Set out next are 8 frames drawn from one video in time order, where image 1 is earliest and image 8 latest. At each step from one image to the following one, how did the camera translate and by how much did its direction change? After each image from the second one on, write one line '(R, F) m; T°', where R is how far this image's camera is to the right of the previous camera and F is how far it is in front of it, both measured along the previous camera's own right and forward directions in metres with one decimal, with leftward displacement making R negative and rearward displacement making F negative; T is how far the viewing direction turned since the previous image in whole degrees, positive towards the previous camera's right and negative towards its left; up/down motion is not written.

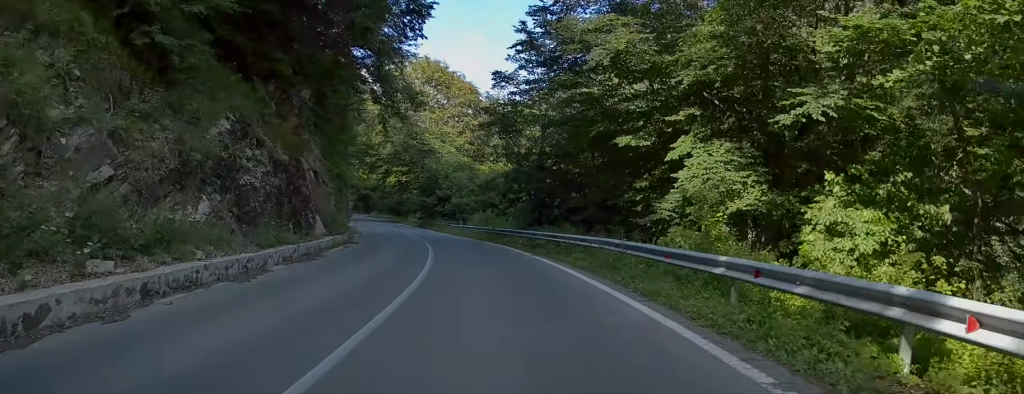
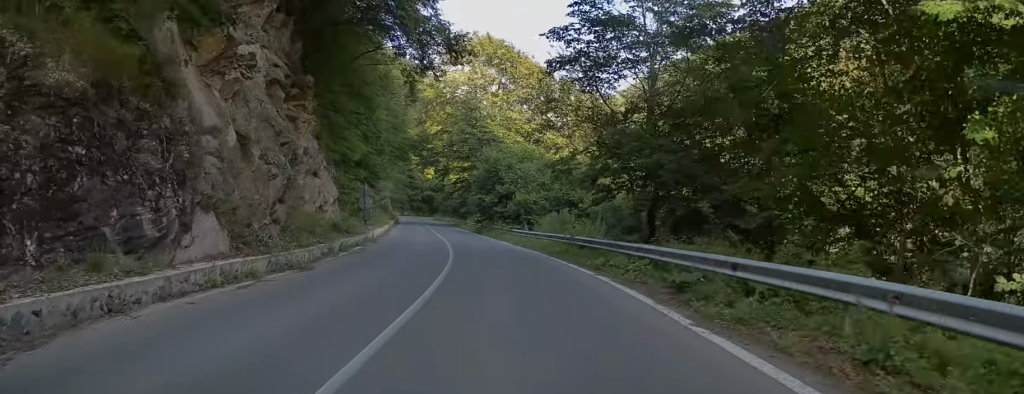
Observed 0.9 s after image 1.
(-0.7, +14.2) m; -6°
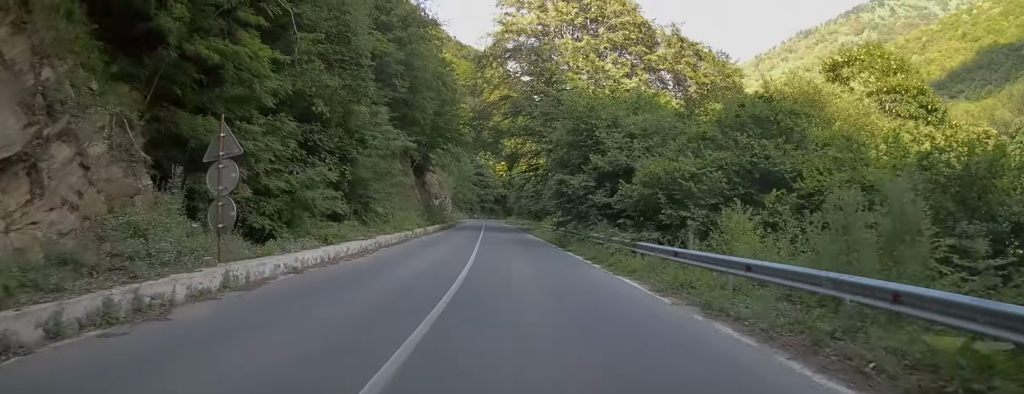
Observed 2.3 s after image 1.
(-1.5, +23.0) m; -5°
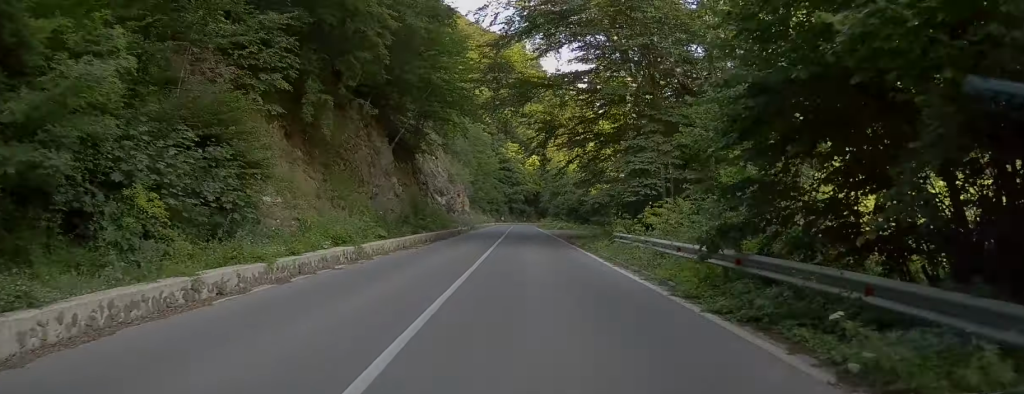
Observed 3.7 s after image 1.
(-0.5, +23.4) m; -2°
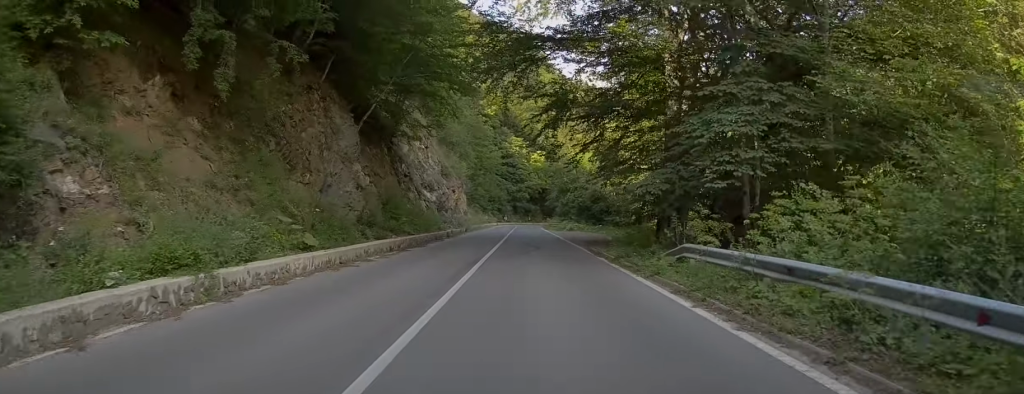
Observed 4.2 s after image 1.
(-0.1, +9.8) m; -1°
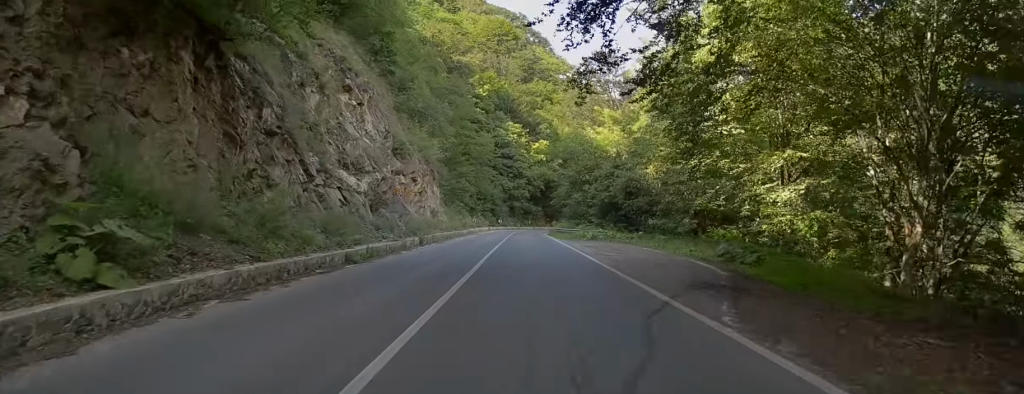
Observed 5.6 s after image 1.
(-0.5, +23.0) m; -2°
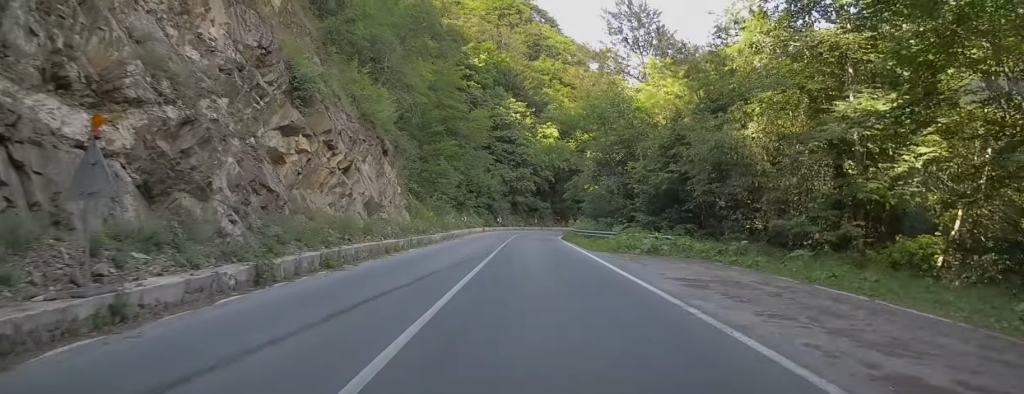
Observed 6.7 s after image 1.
(-0.2, +19.5) m; 0°
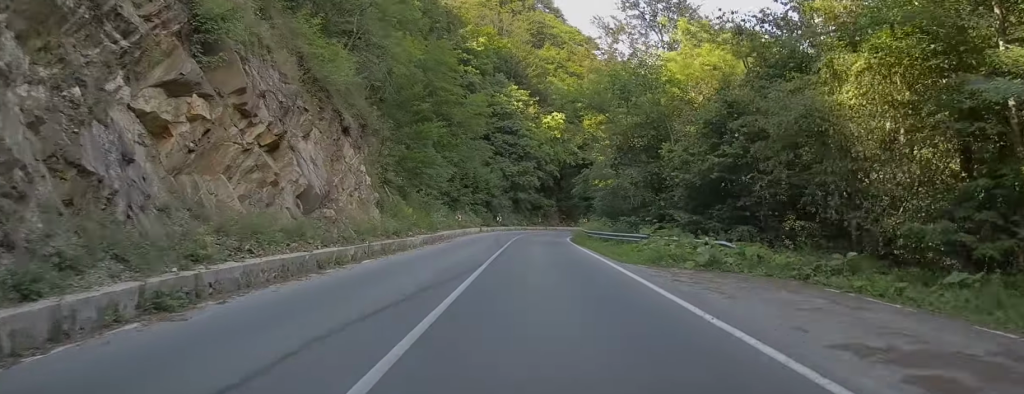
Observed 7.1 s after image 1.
(0.0, +7.7) m; 0°
